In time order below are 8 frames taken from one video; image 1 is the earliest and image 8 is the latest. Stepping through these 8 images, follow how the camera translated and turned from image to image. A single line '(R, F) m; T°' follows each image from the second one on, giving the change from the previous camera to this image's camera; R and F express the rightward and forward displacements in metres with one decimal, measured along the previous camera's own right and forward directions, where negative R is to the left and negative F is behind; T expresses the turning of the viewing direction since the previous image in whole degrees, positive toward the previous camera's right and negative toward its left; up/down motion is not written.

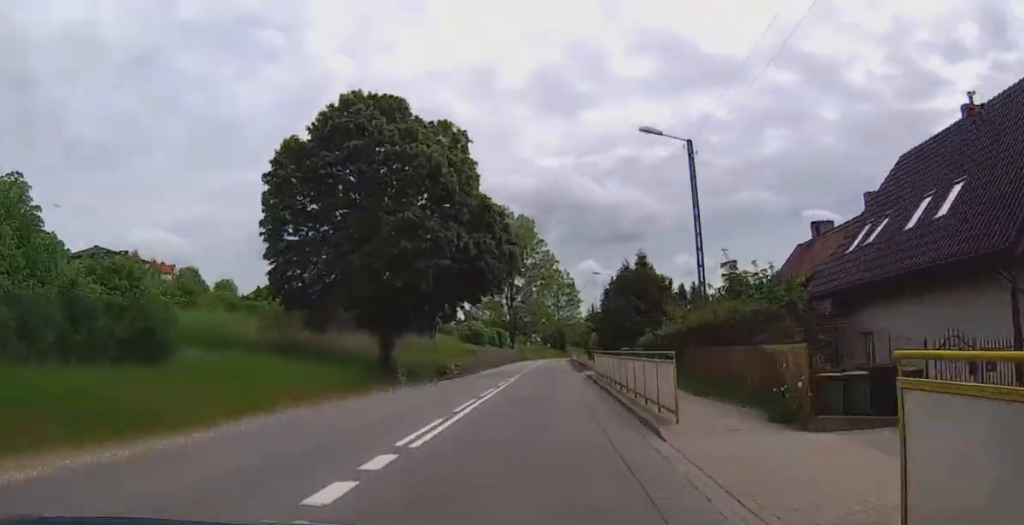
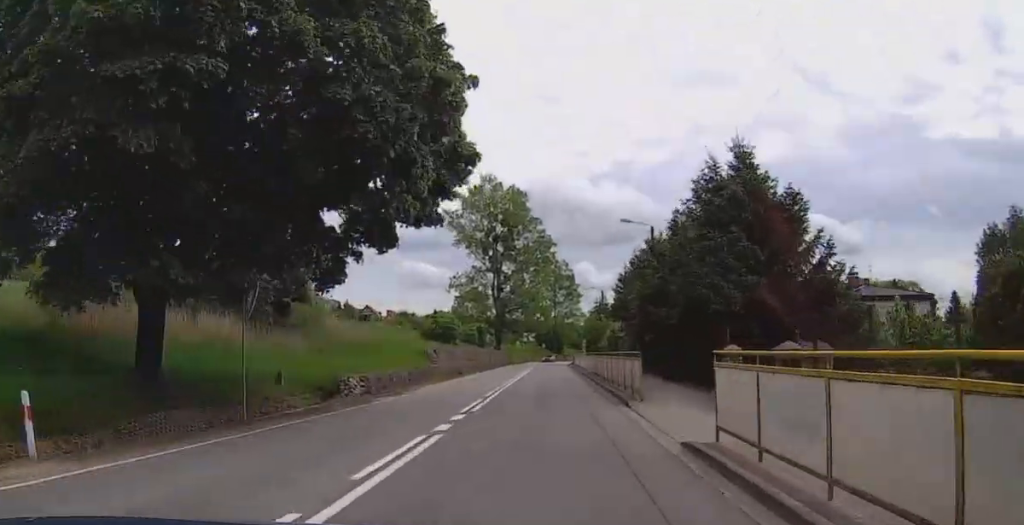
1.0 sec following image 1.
(+0.6, +26.7) m; +1°
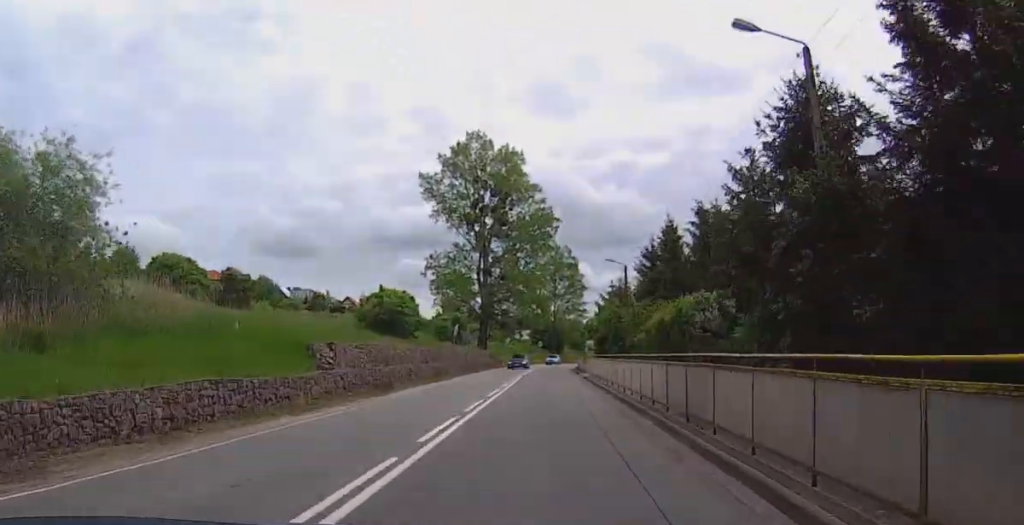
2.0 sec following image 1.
(0.0, +24.1) m; 0°
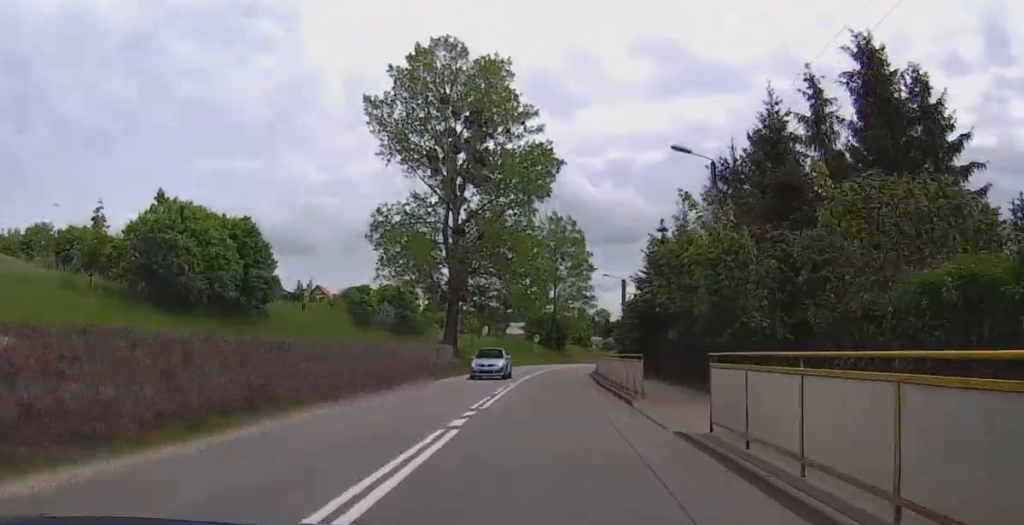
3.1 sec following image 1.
(0.0, +29.9) m; 0°
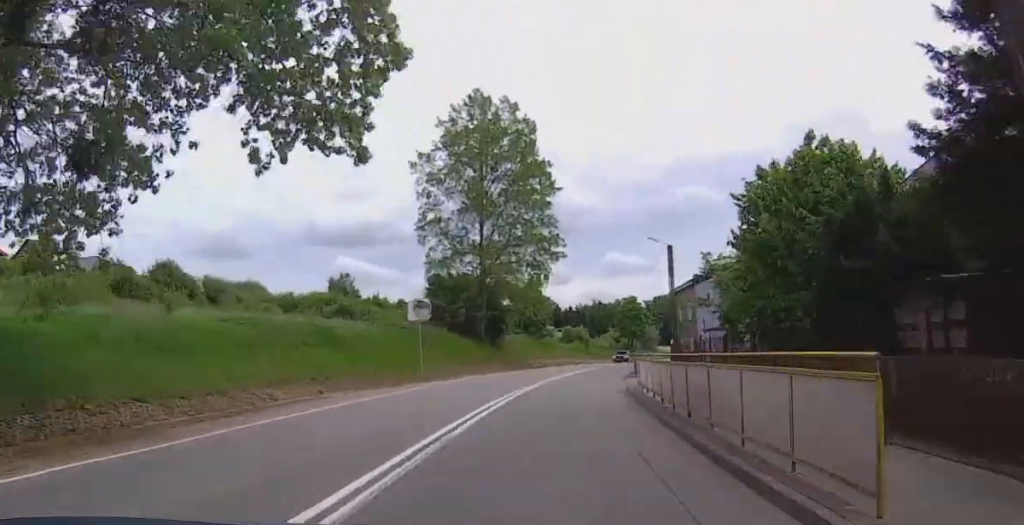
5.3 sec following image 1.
(0.0, +55.8) m; 0°
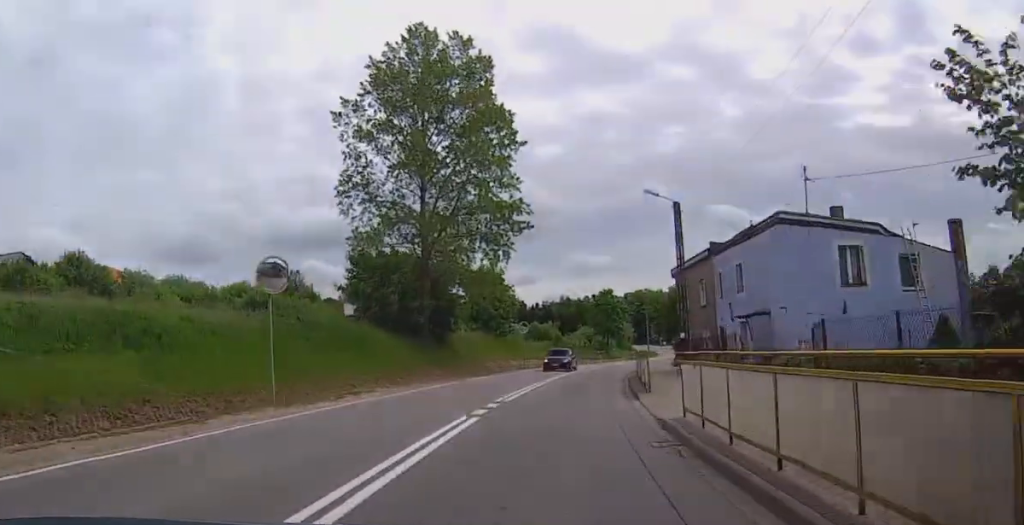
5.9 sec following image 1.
(0.0, +14.2) m; 0°
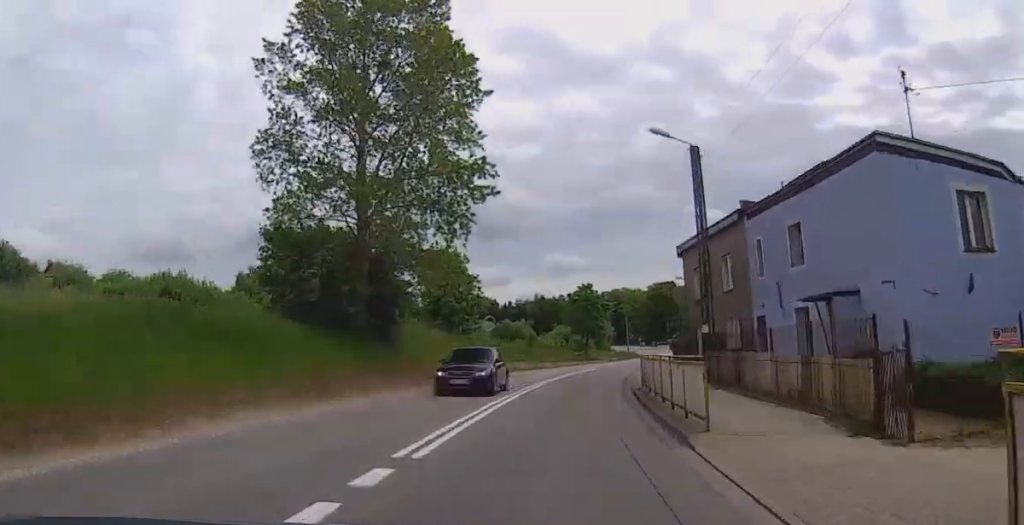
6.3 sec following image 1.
(0.0, +10.0) m; 0°
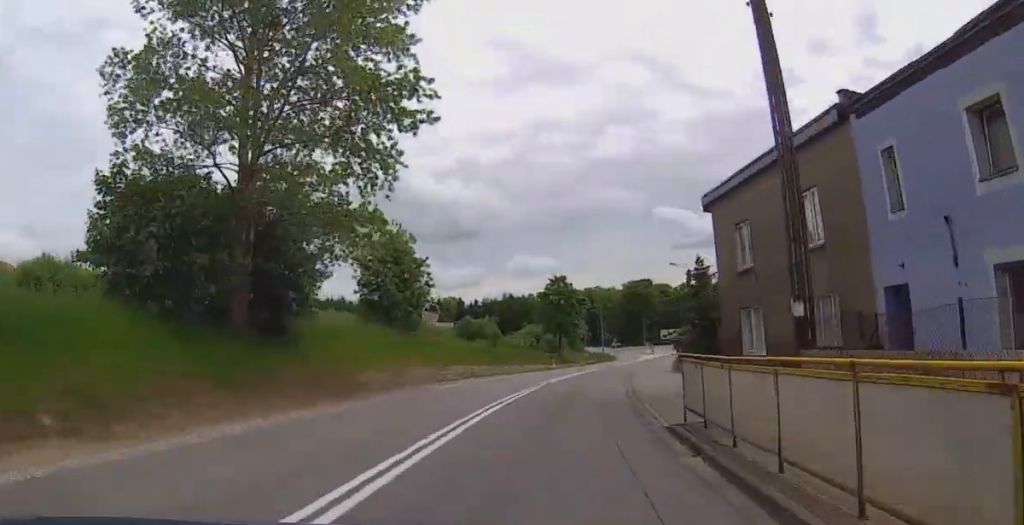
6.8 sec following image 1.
(0.0, +11.6) m; 0°
